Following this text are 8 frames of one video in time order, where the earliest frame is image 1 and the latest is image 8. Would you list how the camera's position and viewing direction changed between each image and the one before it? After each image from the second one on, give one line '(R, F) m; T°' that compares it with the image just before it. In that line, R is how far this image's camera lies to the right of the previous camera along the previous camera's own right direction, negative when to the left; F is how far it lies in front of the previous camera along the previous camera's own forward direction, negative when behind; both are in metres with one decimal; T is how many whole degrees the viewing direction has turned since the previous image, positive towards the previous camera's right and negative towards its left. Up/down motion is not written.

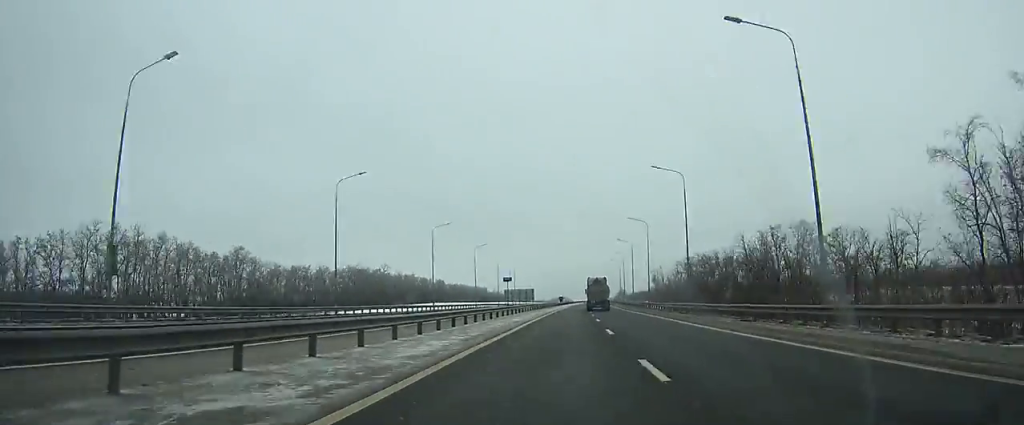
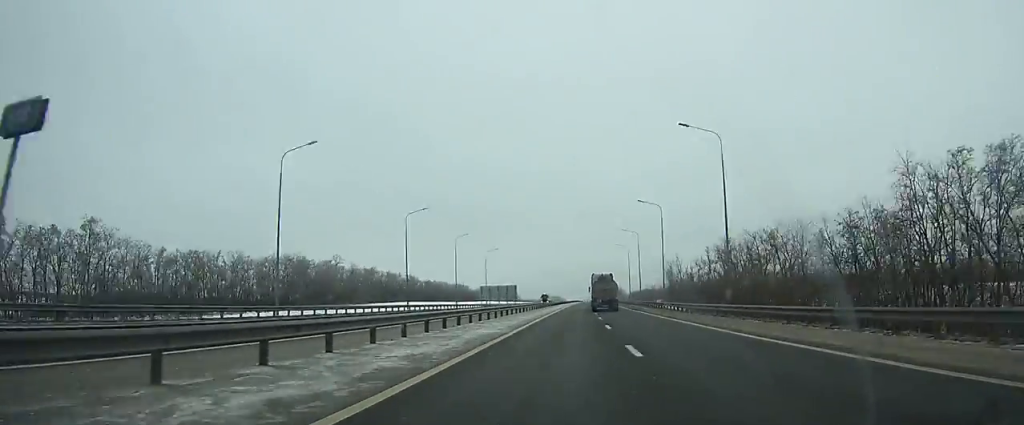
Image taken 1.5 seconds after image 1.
(+0.2, +44.5) m; +1°
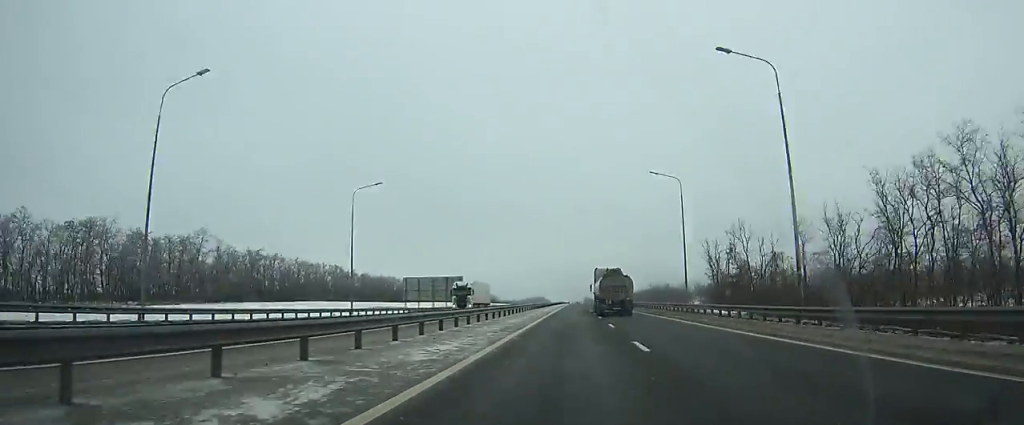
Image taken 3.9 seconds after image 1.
(+0.8, +70.3) m; +1°
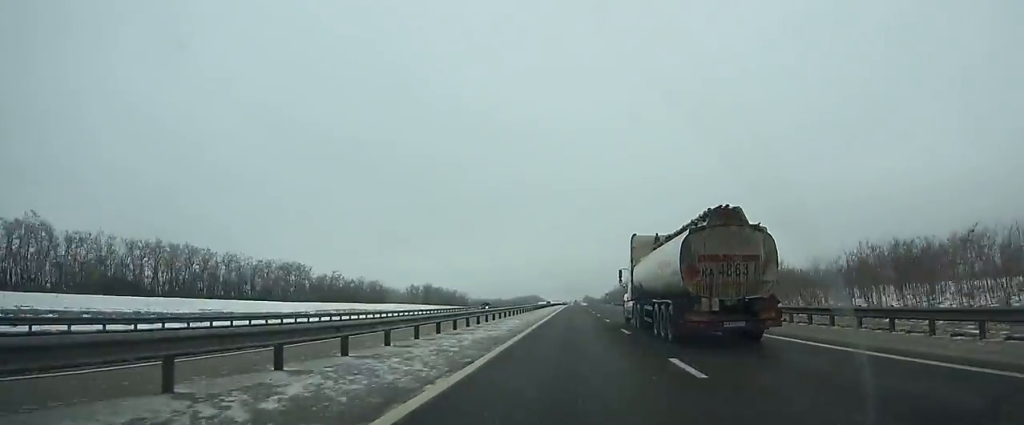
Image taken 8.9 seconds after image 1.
(+0.6, +141.5) m; 0°
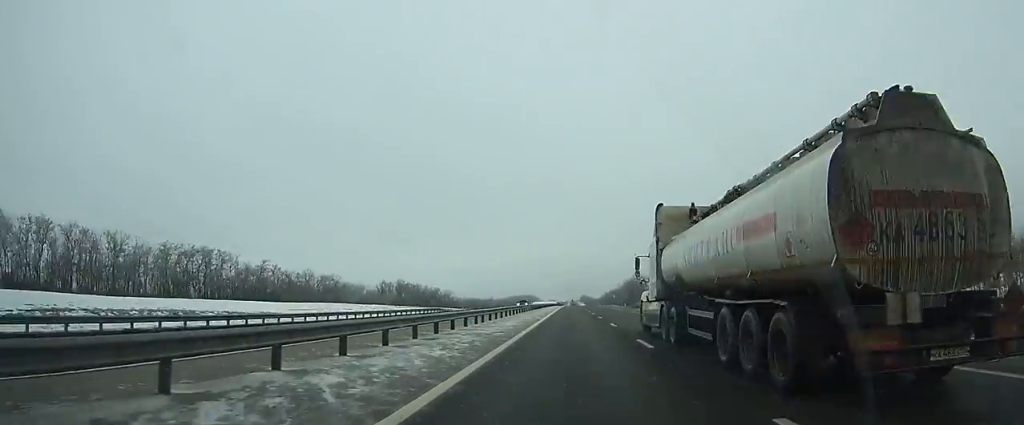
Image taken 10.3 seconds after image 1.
(+0.1, +38.6) m; 0°
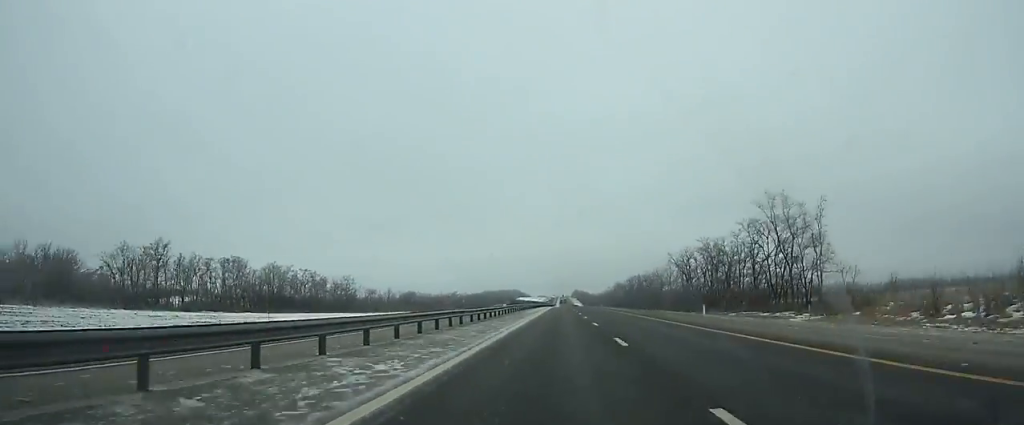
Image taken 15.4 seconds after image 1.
(+1.0, +140.1) m; +1°
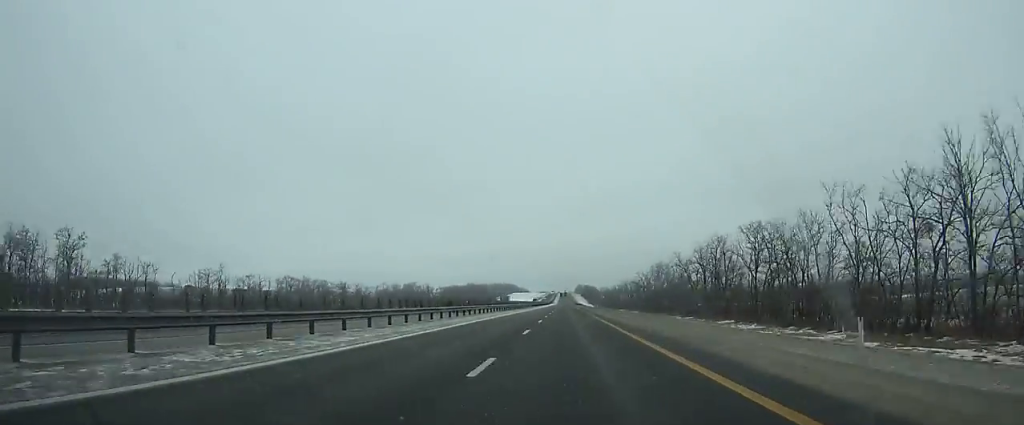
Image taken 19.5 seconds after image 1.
(+0.4, +120.5) m; -1°
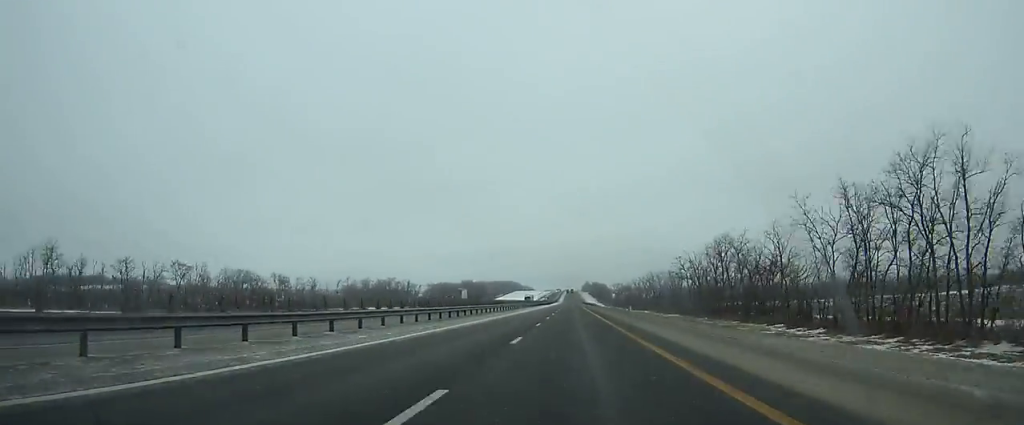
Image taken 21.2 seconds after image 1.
(-0.6, +52.2) m; 0°
